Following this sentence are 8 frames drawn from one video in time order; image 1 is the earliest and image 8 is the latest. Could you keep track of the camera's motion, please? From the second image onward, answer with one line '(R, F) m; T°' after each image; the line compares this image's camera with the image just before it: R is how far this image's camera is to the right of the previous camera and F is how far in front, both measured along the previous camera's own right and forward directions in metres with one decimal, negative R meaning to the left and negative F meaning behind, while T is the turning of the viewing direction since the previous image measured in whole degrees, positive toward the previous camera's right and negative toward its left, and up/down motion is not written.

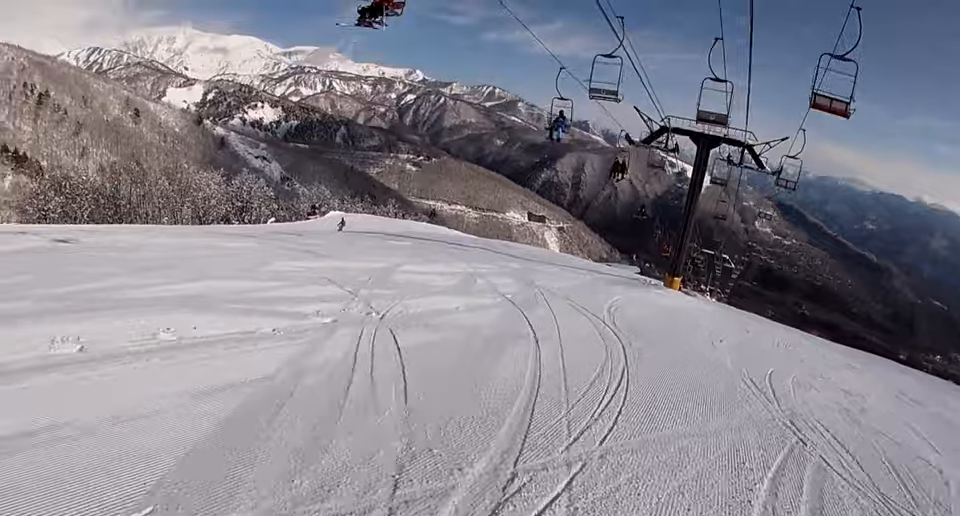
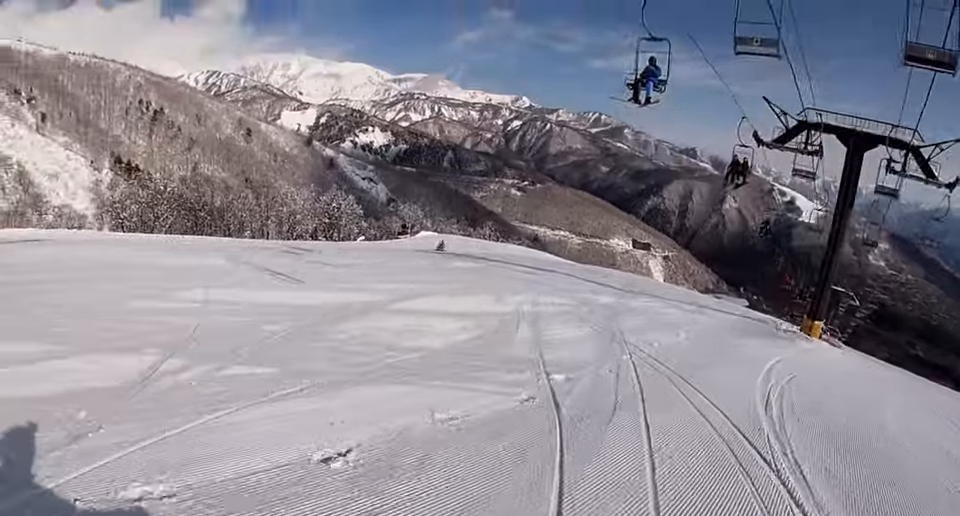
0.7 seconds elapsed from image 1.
(-0.8, +6.8) m; -13°
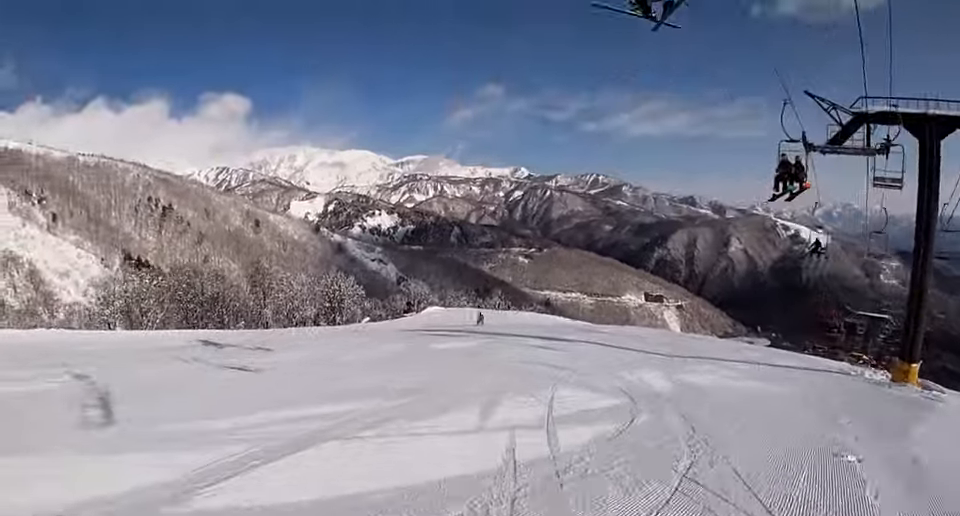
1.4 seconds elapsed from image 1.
(-0.7, +6.4) m; +5°
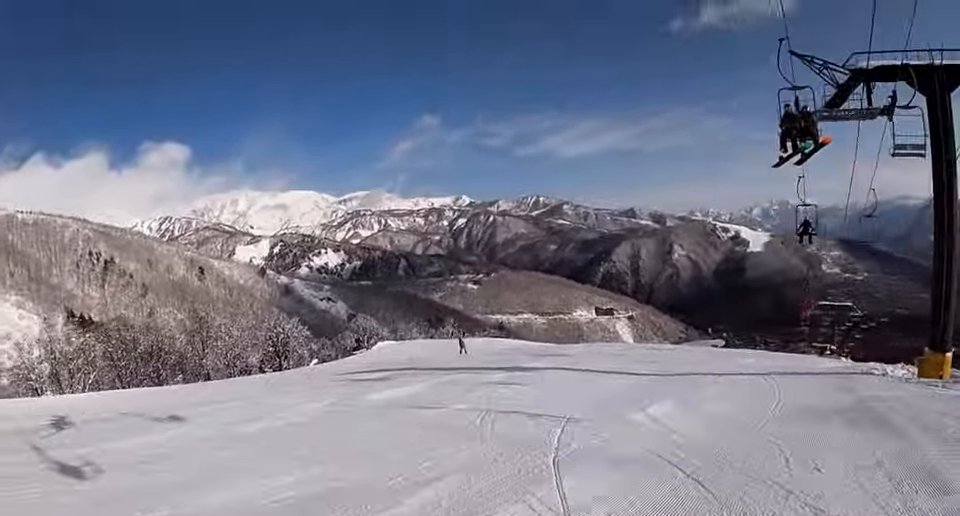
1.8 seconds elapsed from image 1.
(-0.6, +4.0) m; +5°
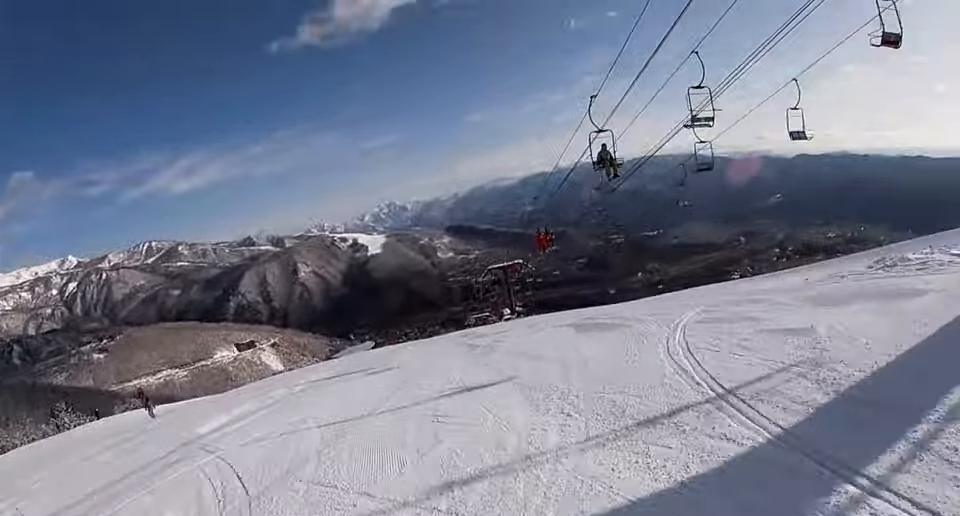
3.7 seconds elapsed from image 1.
(+5.7, +15.5) m; +39°
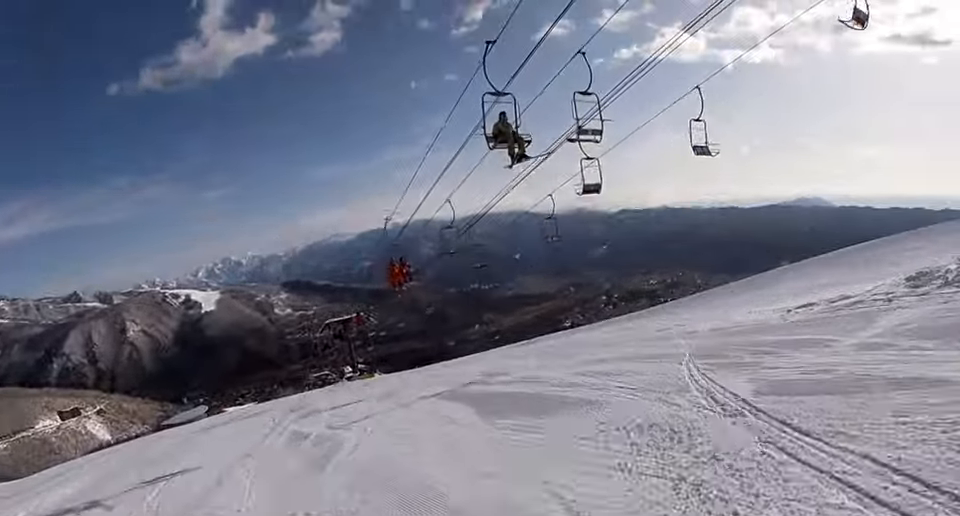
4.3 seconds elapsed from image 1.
(+1.3, +5.3) m; +14°
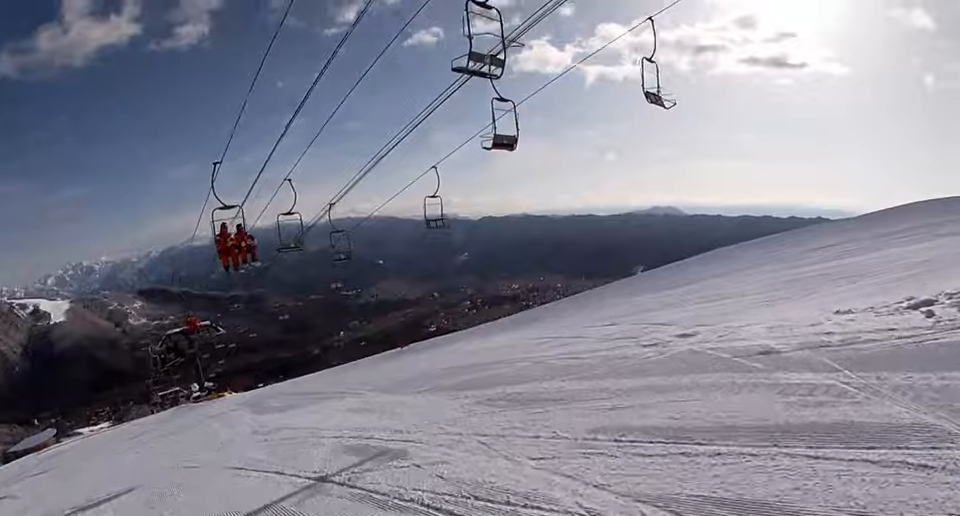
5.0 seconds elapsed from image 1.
(+0.9, +6.0) m; +13°
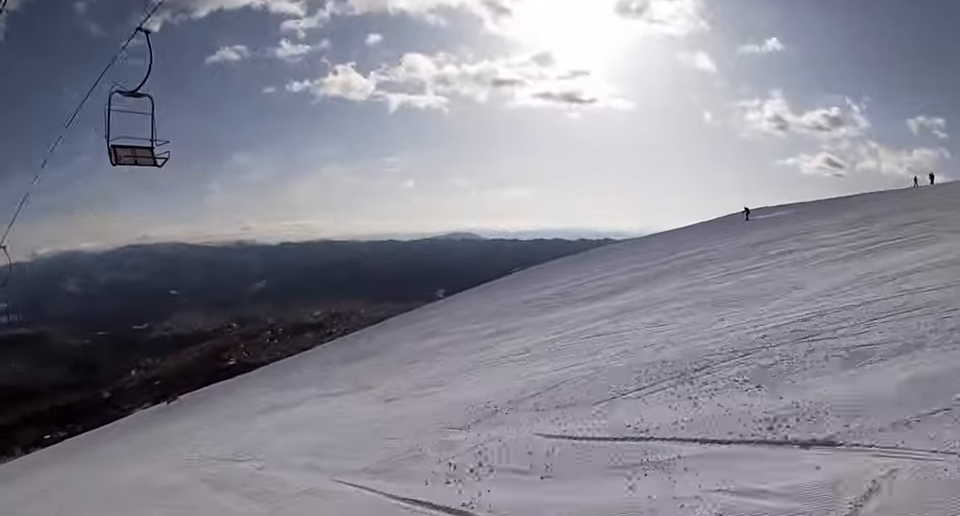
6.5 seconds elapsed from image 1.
(+1.3, +11.4) m; +16°
